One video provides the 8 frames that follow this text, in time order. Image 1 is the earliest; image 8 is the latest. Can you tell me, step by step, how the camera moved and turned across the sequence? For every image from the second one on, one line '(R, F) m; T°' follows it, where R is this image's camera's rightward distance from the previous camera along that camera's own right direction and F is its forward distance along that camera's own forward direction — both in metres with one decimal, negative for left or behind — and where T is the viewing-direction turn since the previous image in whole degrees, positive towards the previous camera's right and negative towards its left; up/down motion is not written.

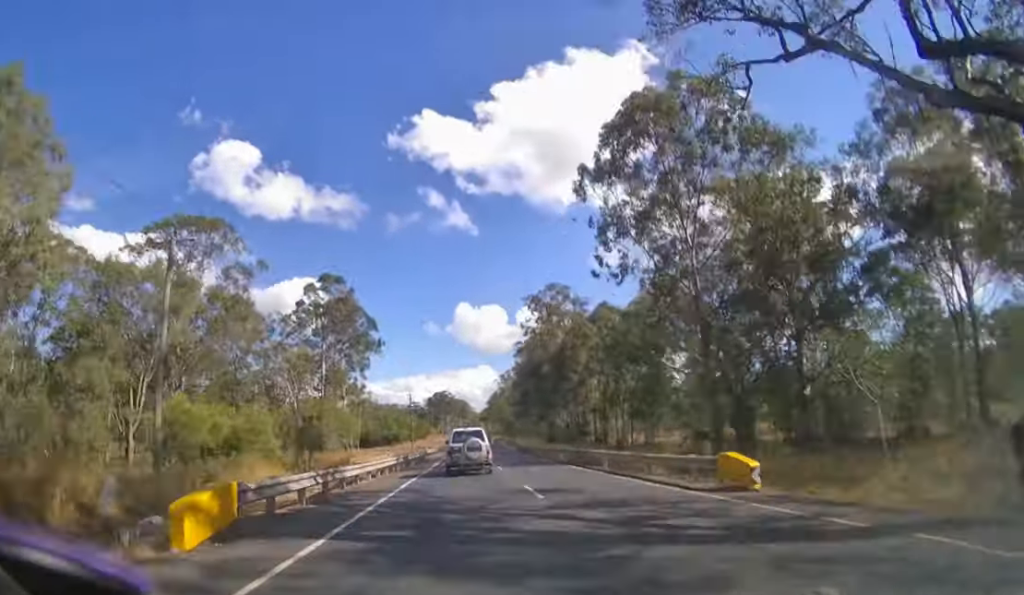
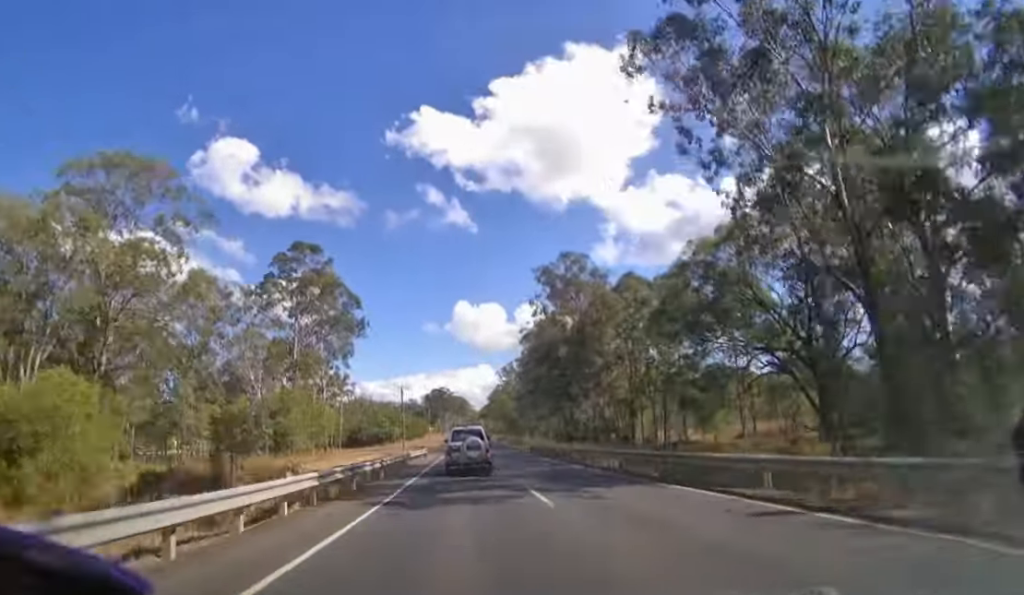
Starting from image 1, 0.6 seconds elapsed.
(0.0, +13.4) m; -1°
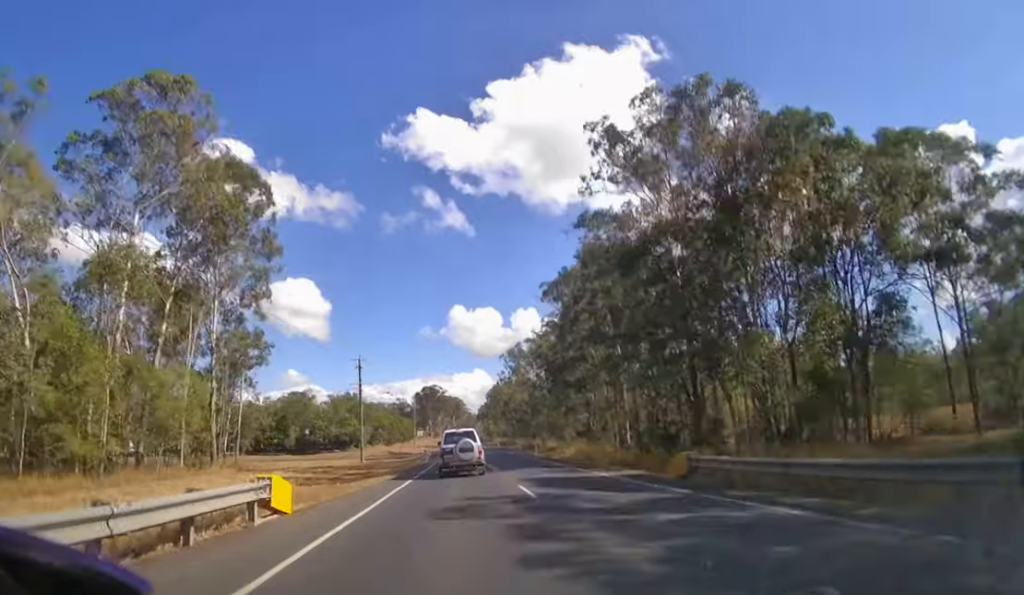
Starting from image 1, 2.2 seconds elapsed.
(-2.4, +32.5) m; 0°
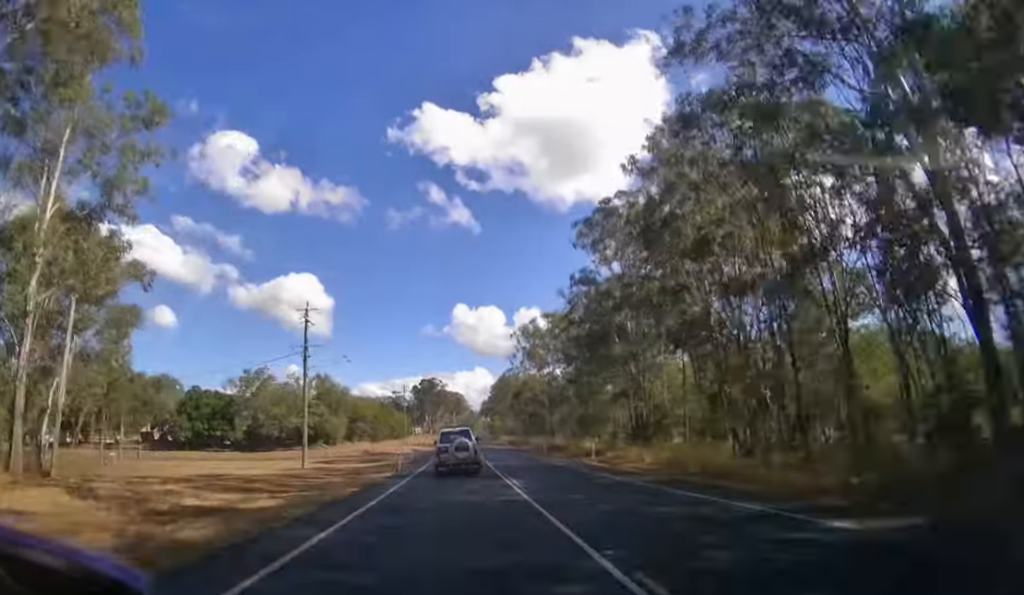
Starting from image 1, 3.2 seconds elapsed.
(+2.5, +17.1) m; +6°
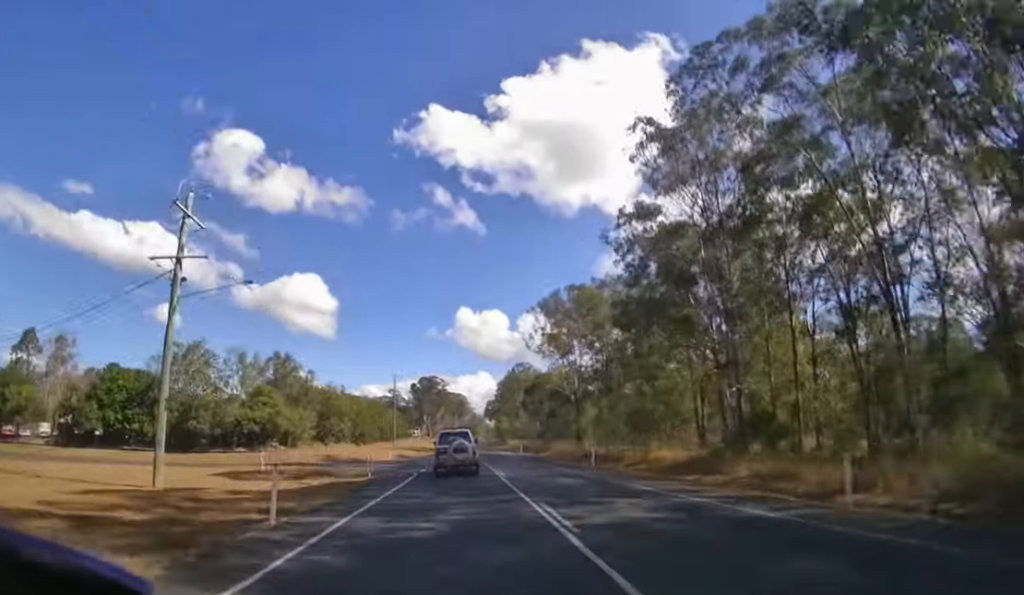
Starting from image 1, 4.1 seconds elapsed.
(-0.6, +16.6) m; -3°
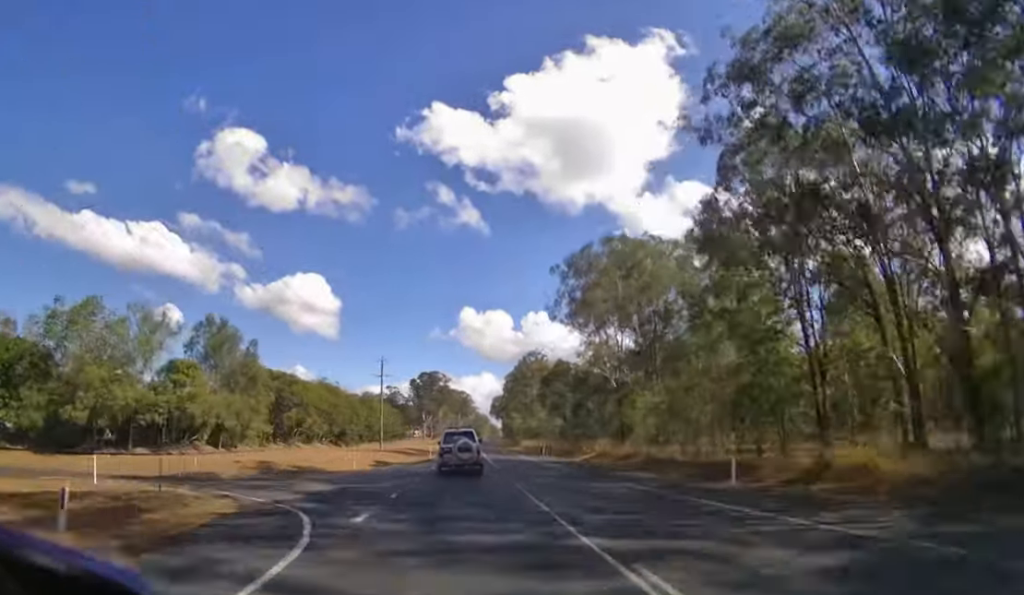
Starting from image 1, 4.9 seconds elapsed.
(-0.5, +16.5) m; -2°
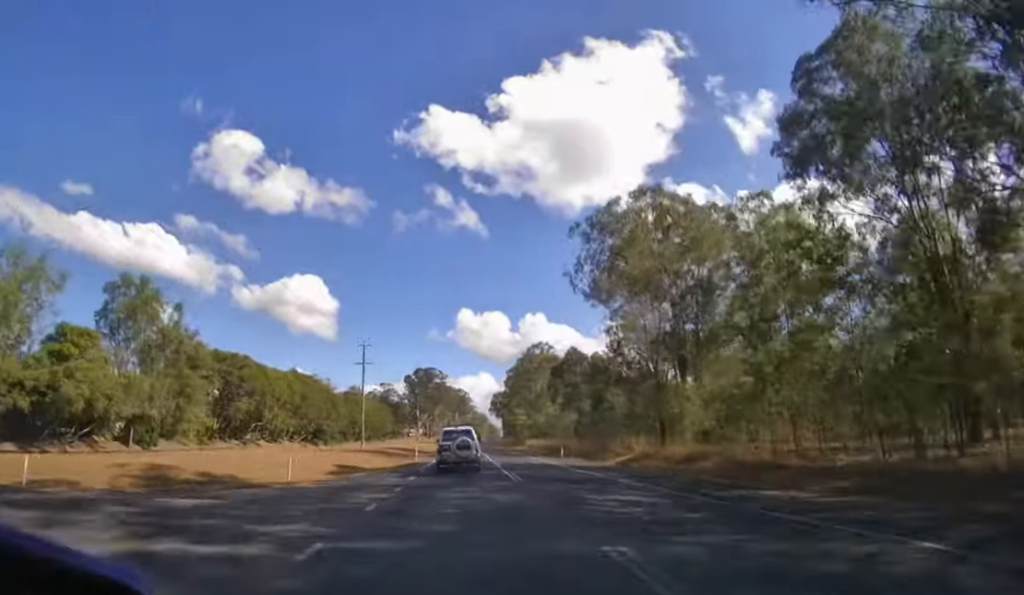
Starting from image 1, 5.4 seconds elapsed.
(0.0, +10.5) m; 0°
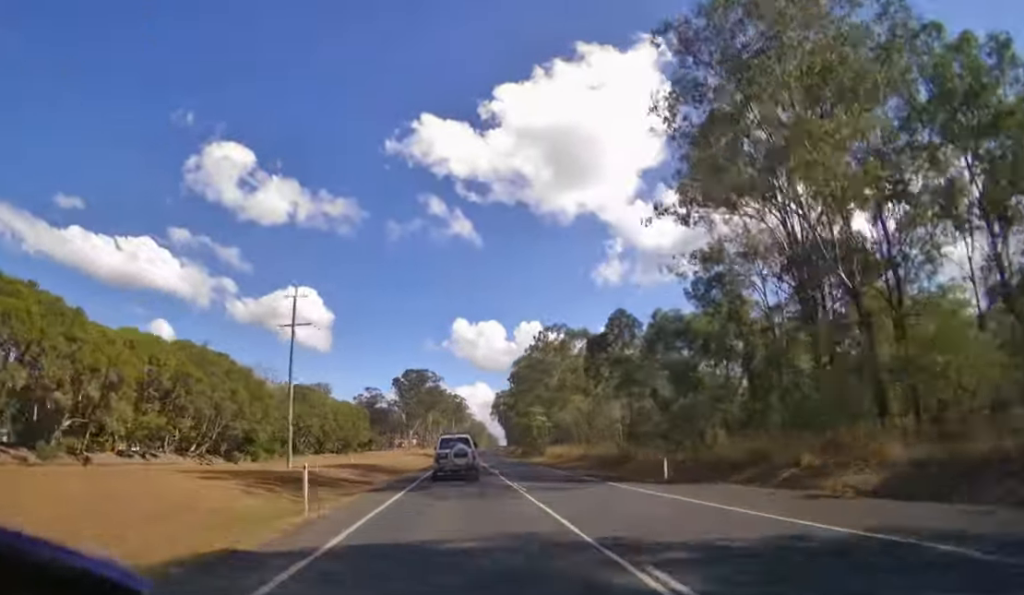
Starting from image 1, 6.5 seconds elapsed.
(0.0, +24.6) m; 0°
